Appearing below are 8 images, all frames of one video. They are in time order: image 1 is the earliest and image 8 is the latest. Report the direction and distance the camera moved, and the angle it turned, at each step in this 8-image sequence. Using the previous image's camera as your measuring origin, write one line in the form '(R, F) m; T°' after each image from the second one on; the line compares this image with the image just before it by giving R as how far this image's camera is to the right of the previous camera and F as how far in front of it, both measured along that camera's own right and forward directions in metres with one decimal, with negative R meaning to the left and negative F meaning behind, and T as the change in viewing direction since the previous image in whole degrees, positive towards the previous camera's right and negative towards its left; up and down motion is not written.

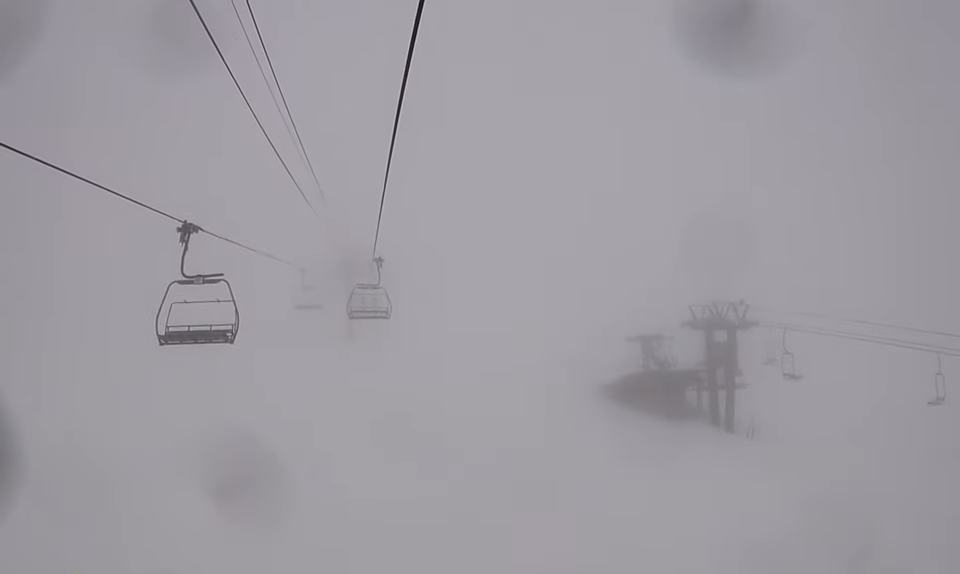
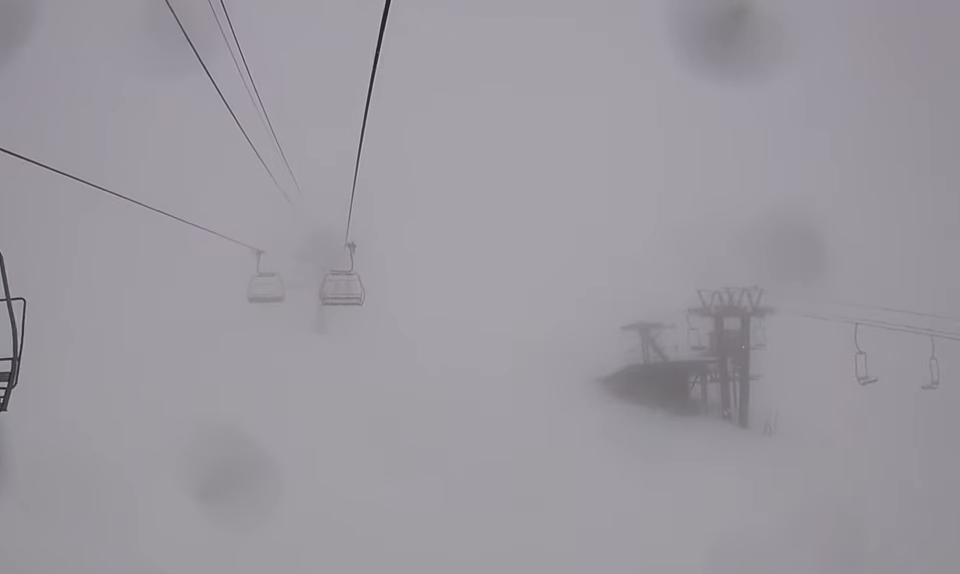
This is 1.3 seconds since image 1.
(0.0, +3.9) m; 0°
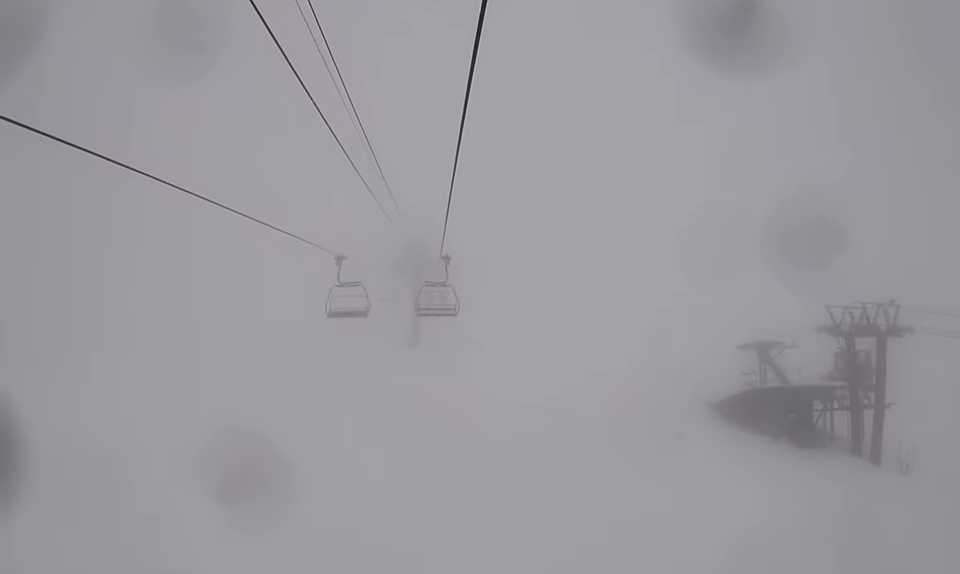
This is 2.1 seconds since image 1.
(0.0, +2.4) m; 0°
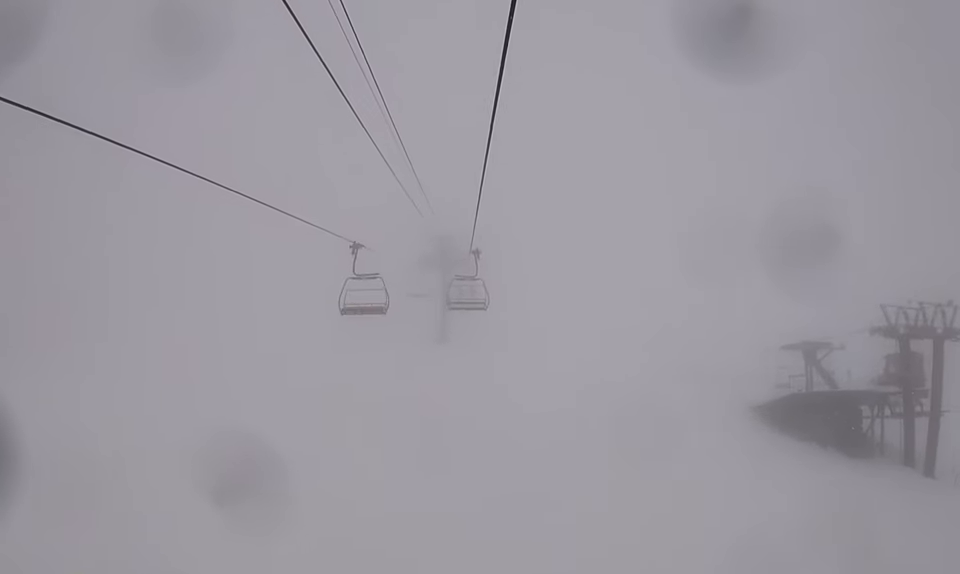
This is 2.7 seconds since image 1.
(0.0, +1.5) m; 0°
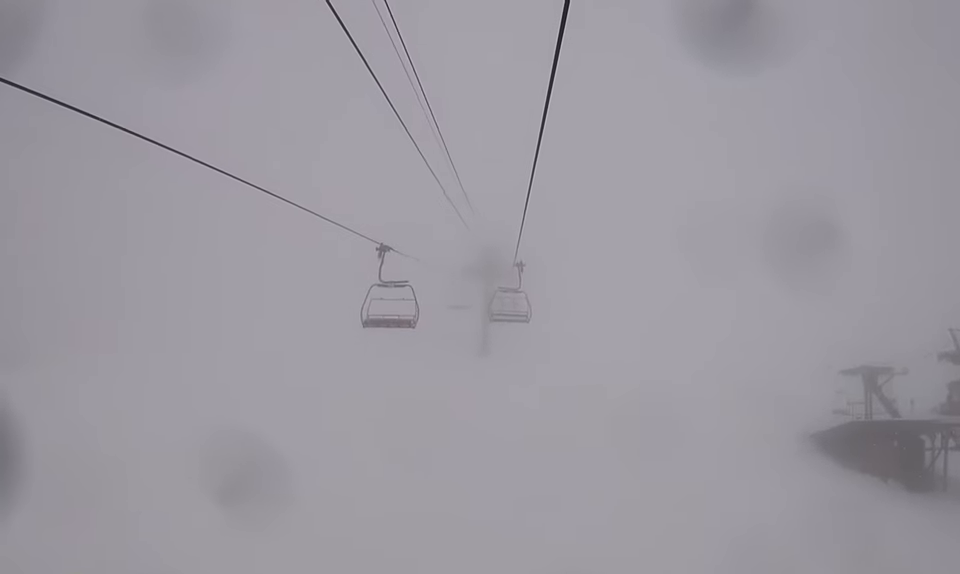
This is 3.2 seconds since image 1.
(0.0, +1.4) m; 0°
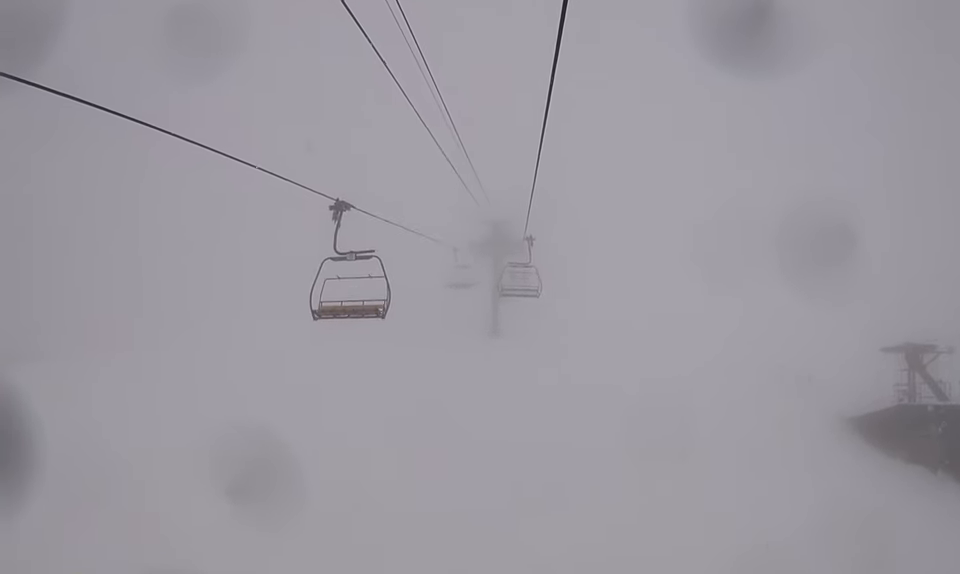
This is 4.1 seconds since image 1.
(0.0, +2.4) m; 0°
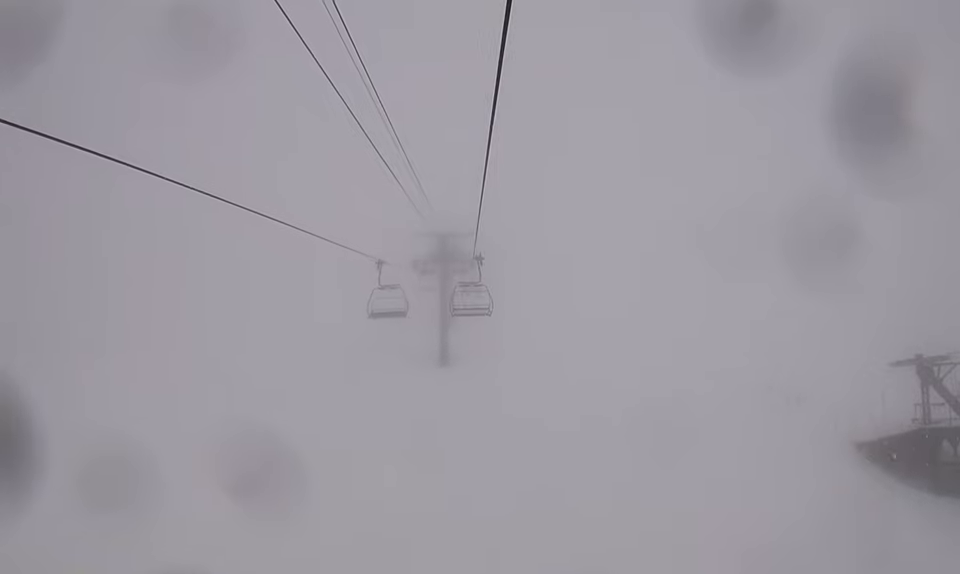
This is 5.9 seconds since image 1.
(0.0, +4.9) m; 0°
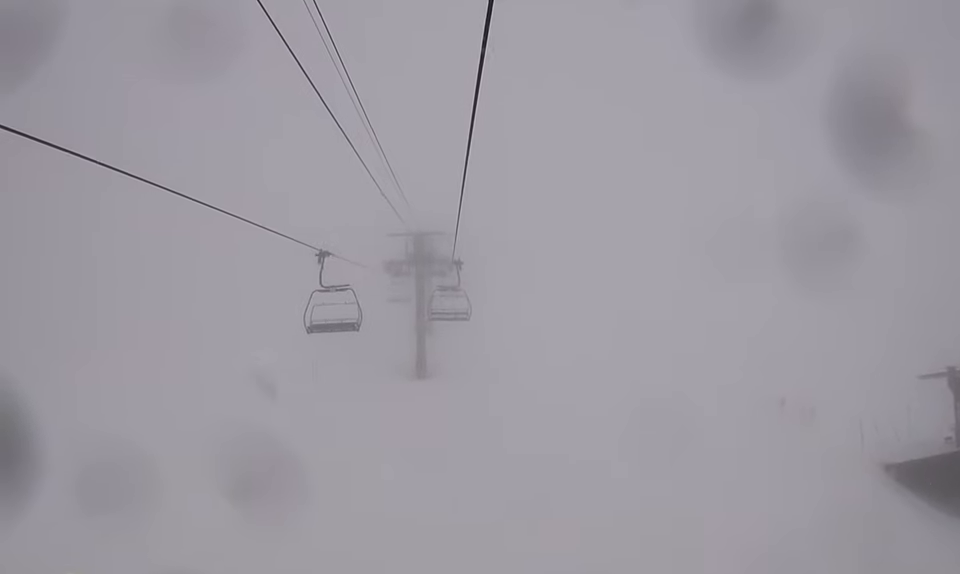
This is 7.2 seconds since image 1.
(0.0, +3.8) m; 0°
